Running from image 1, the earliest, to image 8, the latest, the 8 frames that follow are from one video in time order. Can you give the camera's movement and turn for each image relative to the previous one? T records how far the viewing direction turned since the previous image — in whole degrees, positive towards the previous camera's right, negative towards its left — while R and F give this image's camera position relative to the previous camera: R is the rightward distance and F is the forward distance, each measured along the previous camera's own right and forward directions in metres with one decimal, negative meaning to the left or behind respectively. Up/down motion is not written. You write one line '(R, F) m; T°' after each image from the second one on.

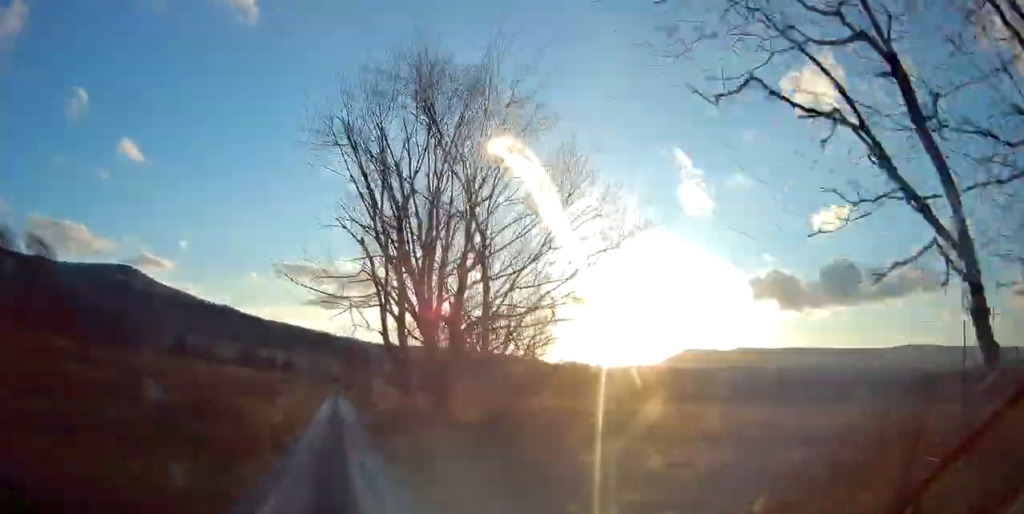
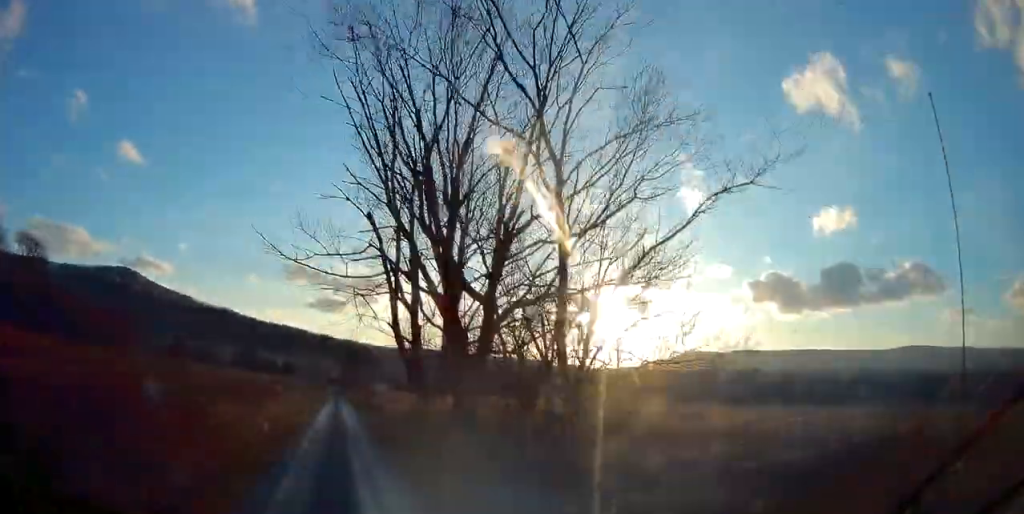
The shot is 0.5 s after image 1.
(0.0, +4.3) m; +1°
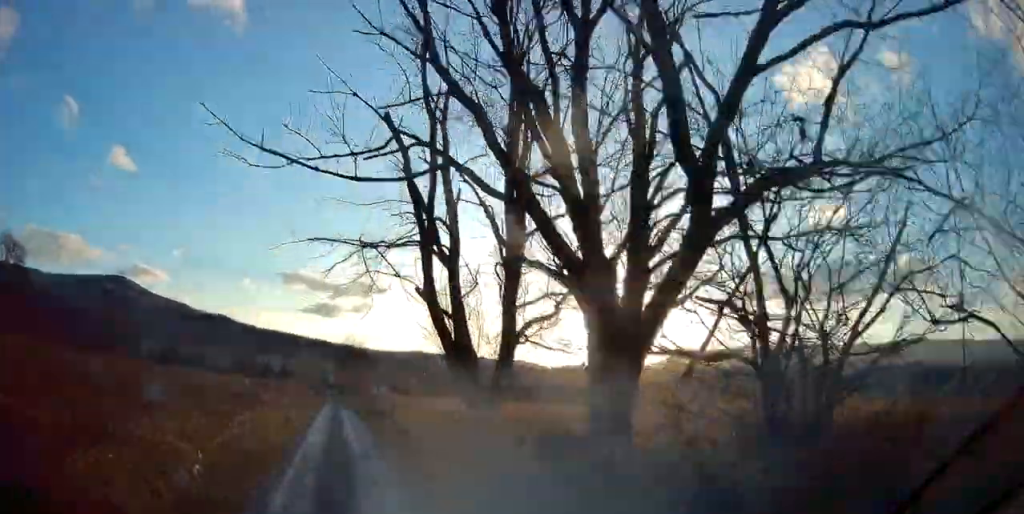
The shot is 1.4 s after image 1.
(+0.3, +8.9) m; +2°
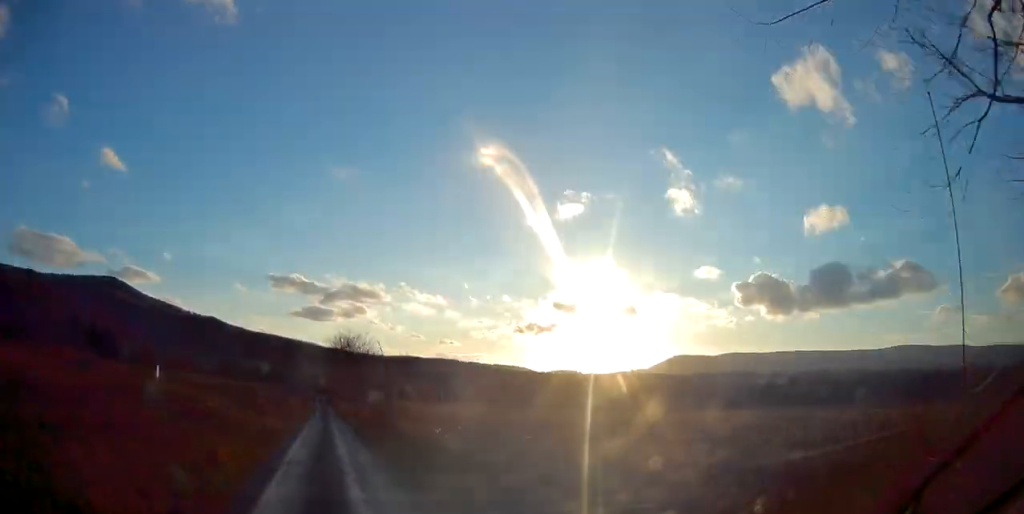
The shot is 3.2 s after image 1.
(-0.1, +17.1) m; -1°
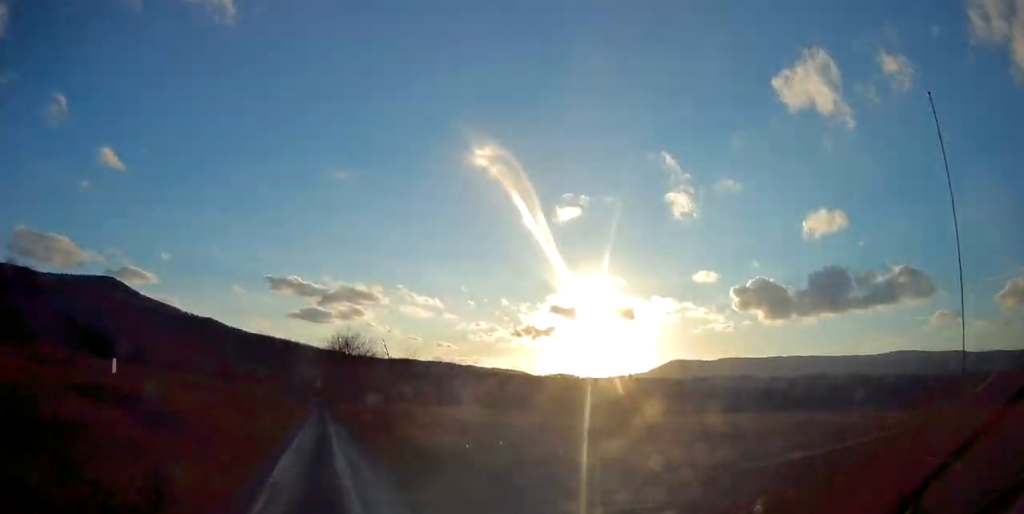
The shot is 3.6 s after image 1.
(-0.1, +3.8) m; 0°
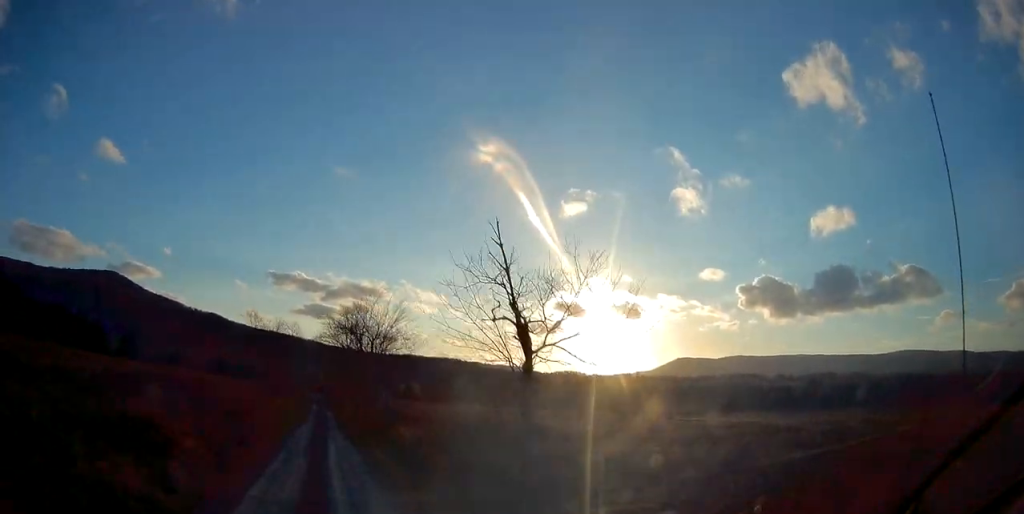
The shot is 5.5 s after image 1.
(+0.5, +18.4) m; +1°
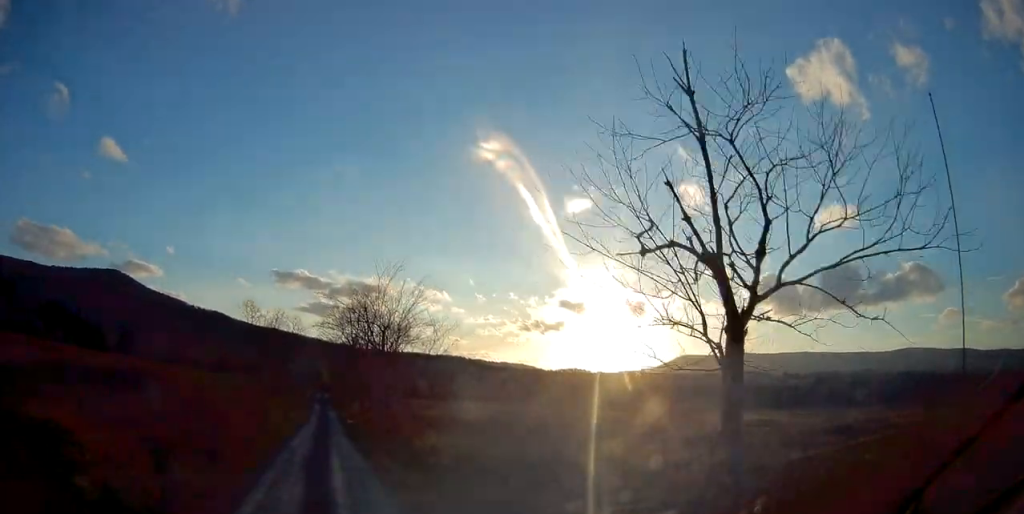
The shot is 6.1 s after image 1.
(0.0, +5.4) m; 0°
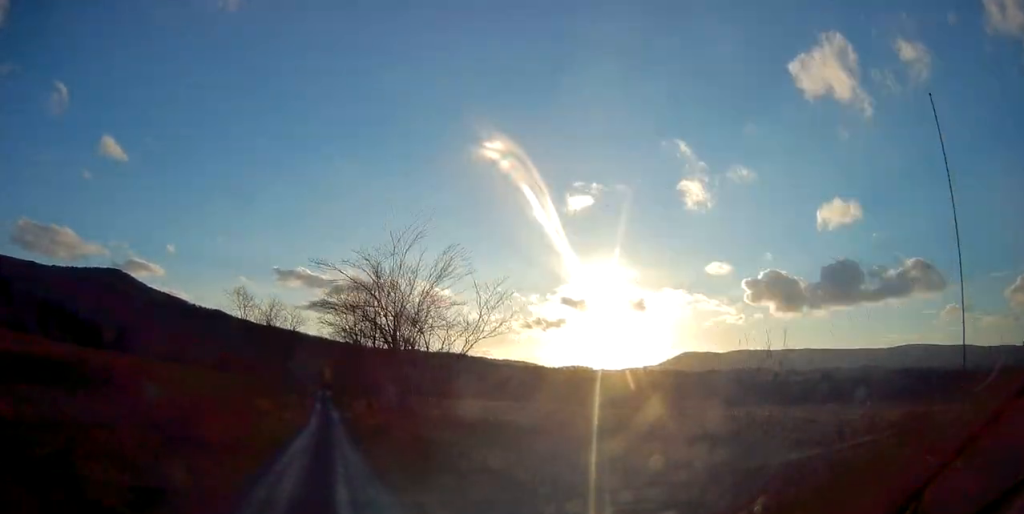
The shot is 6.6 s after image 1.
(0.0, +5.1) m; 0°
